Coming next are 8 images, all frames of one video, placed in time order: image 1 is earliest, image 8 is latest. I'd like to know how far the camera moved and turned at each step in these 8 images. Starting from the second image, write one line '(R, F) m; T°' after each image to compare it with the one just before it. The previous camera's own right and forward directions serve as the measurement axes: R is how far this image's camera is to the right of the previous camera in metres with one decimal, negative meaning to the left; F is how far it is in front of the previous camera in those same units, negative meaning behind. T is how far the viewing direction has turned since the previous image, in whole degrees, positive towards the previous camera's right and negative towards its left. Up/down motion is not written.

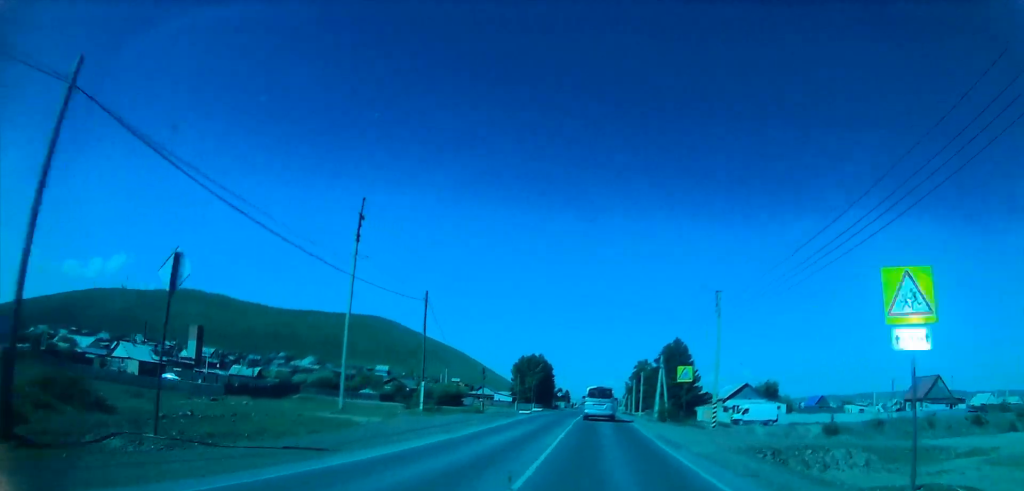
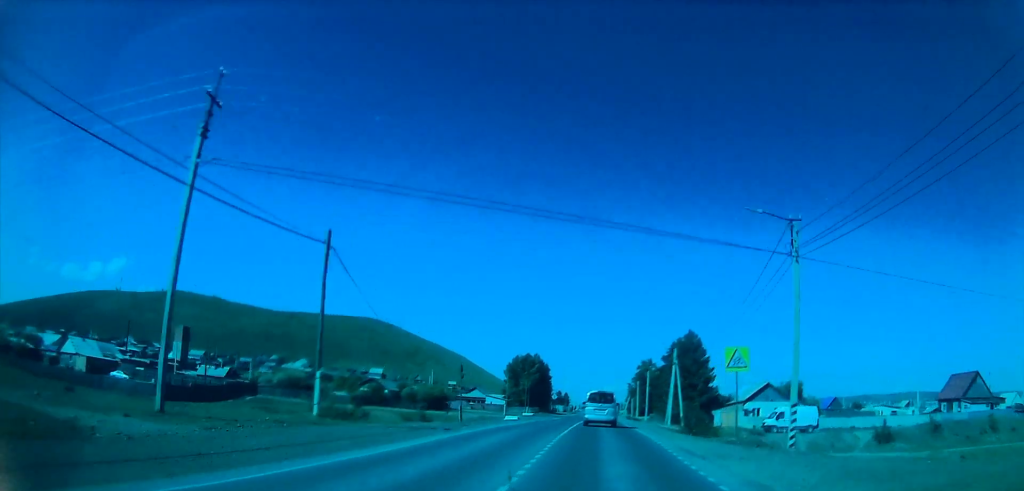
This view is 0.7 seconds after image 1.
(-0.5, +15.1) m; 0°
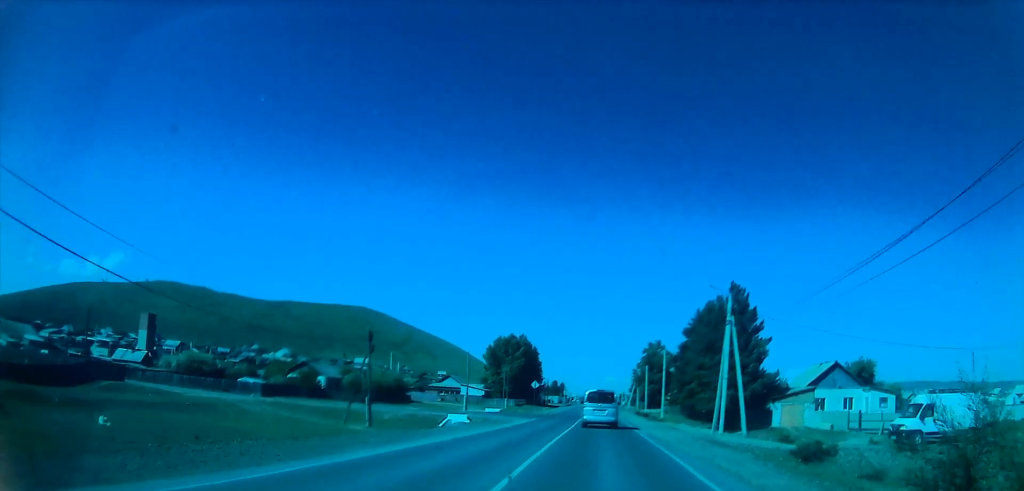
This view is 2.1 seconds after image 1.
(+1.2, +30.8) m; +2°
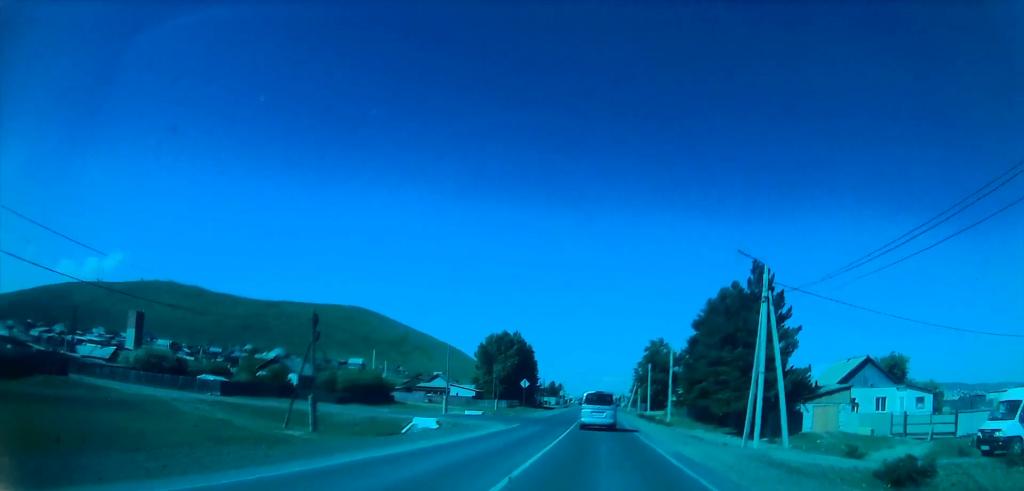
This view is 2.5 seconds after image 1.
(0.0, +9.4) m; 0°
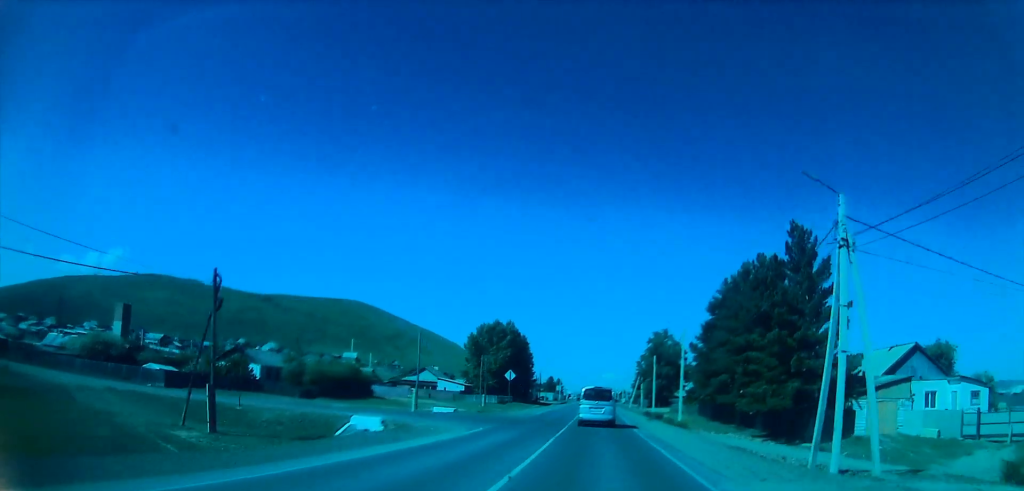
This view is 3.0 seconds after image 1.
(0.0, +10.6) m; 0°
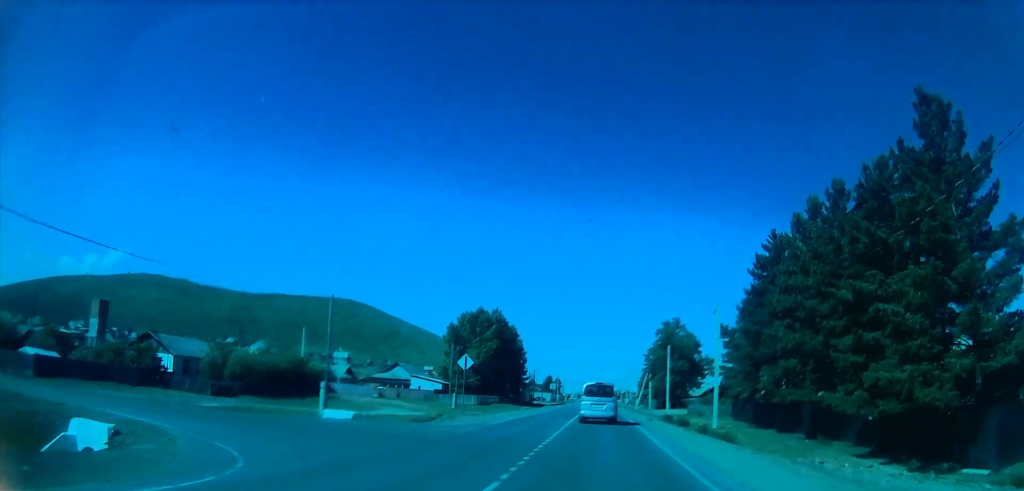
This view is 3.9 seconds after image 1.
(-0.1, +19.0) m; -1°
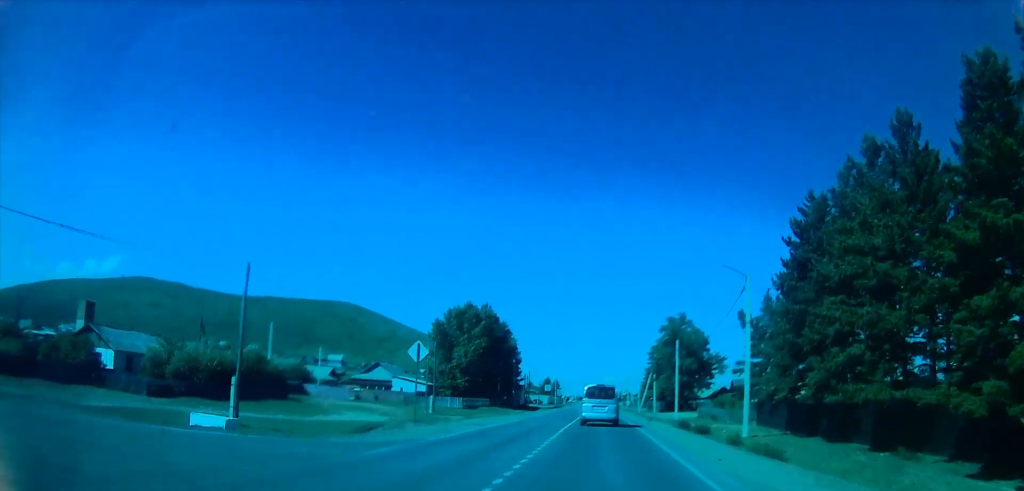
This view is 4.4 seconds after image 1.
(-0.2, +9.7) m; 0°
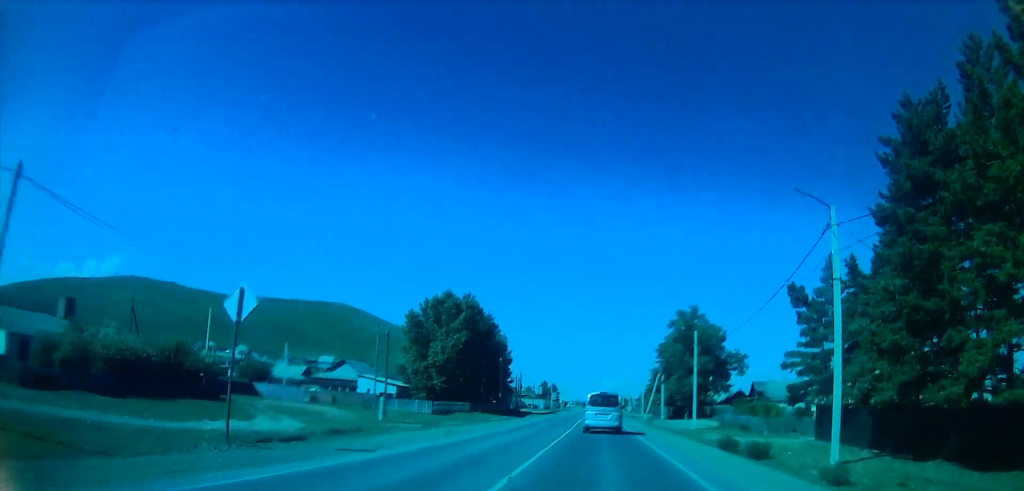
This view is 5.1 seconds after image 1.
(+0.1, +14.5) m; 0°
